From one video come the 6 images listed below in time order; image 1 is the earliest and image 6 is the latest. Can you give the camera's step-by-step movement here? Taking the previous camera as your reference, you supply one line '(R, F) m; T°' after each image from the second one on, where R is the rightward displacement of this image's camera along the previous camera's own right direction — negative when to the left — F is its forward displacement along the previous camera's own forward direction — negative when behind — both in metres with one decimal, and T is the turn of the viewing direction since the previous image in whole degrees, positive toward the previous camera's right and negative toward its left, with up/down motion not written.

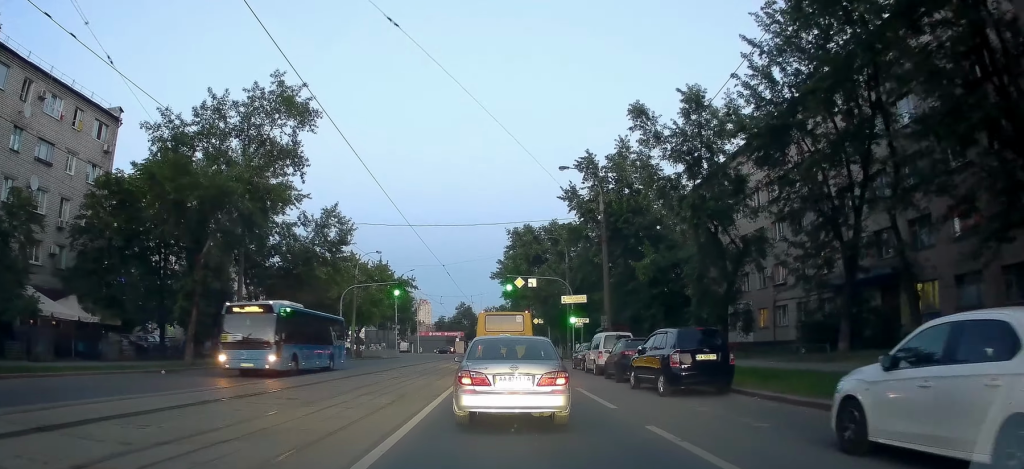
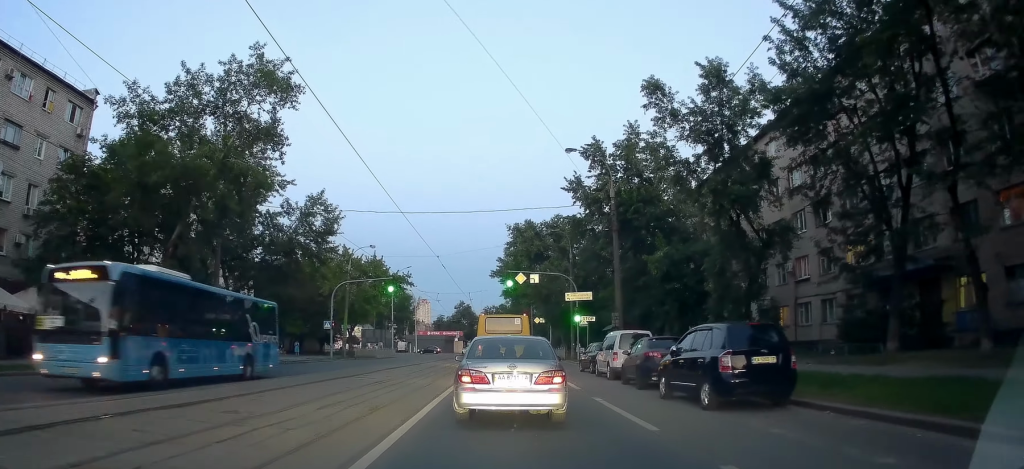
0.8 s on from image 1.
(-0.1, +3.6) m; 0°
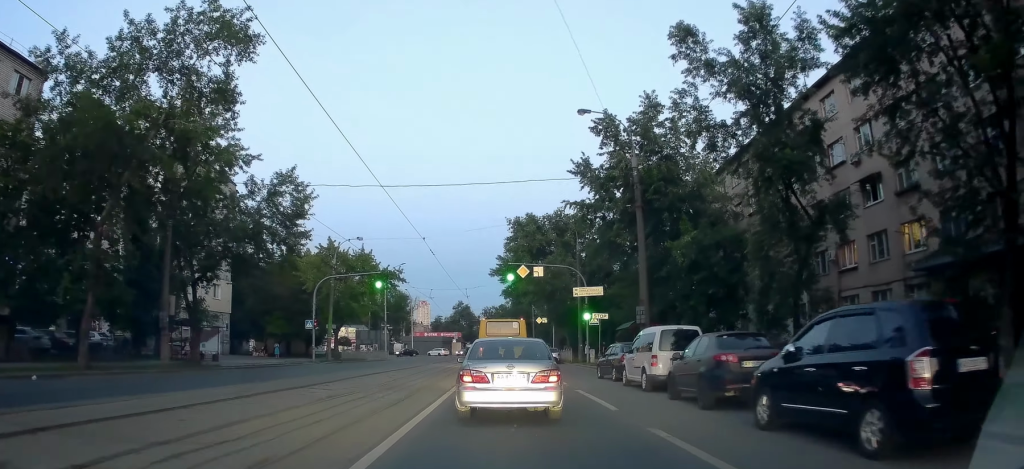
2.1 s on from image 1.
(0.0, +5.7) m; 0°
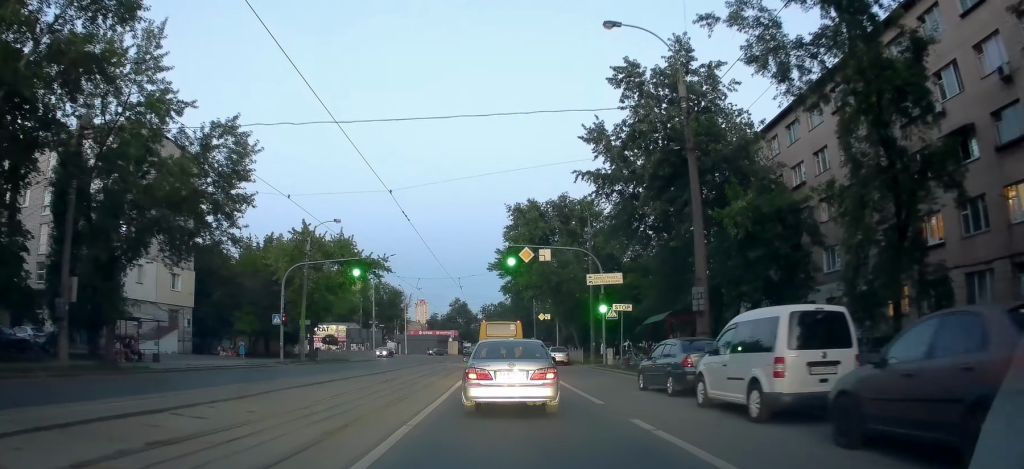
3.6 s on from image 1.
(+0.1, +7.6) m; 0°
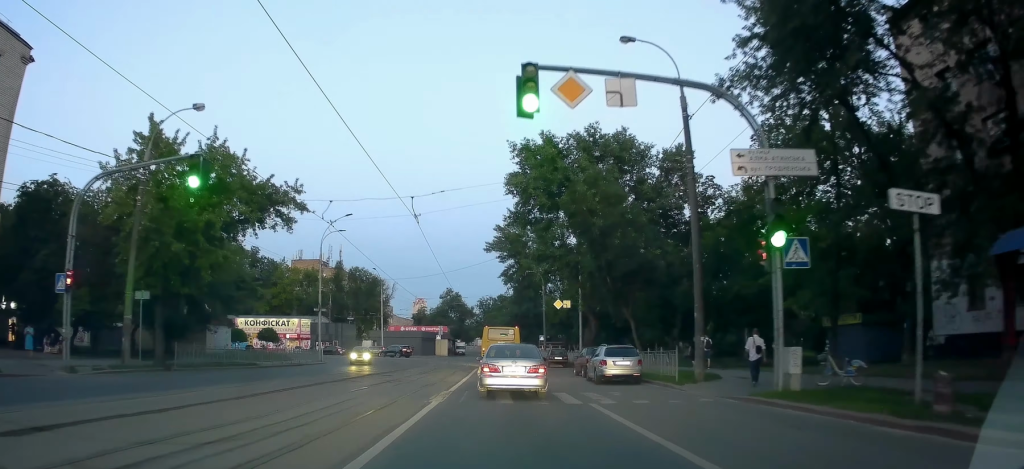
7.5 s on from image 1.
(-0.7, +24.4) m; -2°
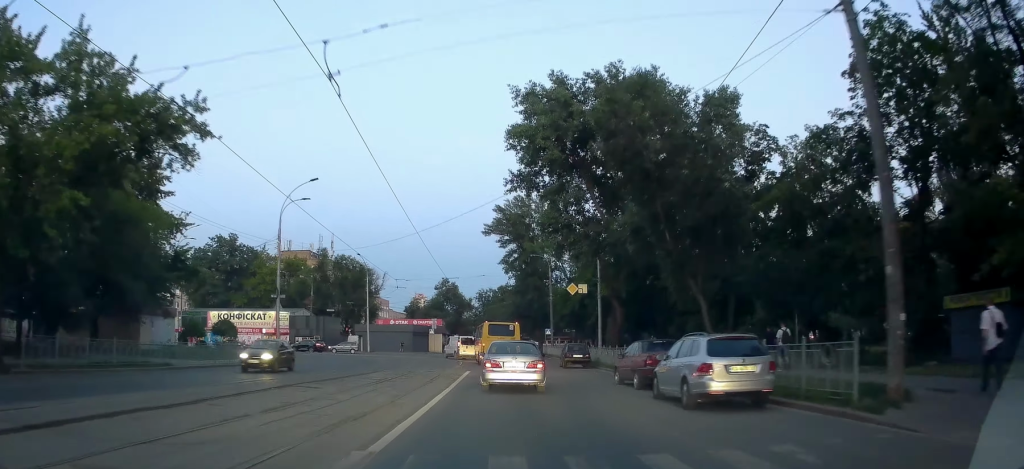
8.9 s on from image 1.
(+0.1, +10.6) m; +2°
